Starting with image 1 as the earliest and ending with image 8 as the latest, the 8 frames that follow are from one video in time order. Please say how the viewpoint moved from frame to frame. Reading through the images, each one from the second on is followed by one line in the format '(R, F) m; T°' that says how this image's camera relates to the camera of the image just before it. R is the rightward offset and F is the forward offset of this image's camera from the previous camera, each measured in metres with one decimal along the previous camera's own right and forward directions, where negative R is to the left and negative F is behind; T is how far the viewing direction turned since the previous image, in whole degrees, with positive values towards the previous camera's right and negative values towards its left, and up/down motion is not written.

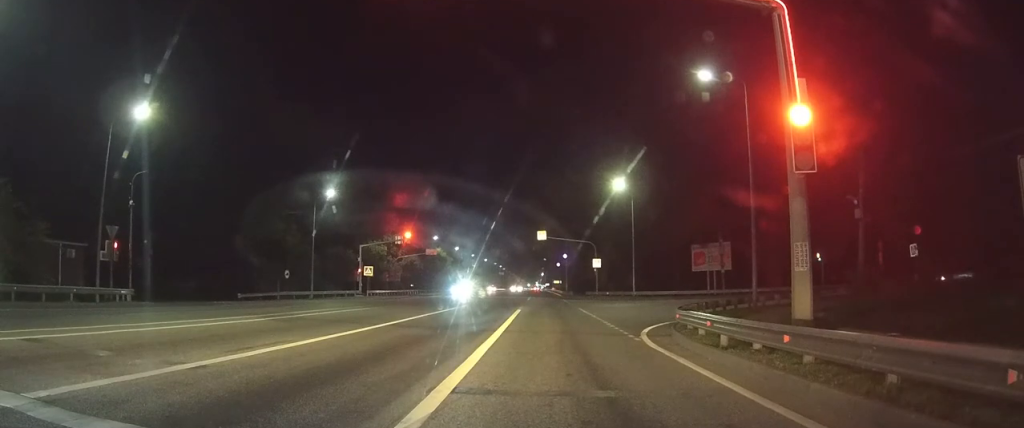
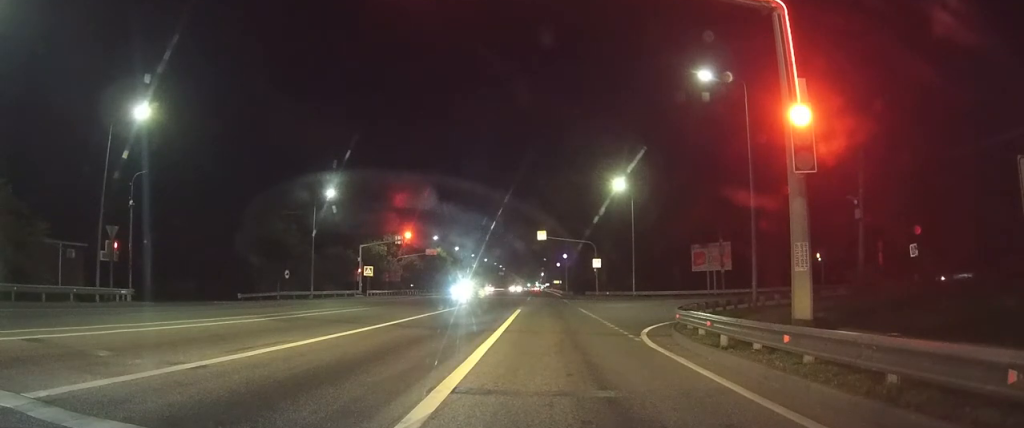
(0.0, 0.0) m; 0°
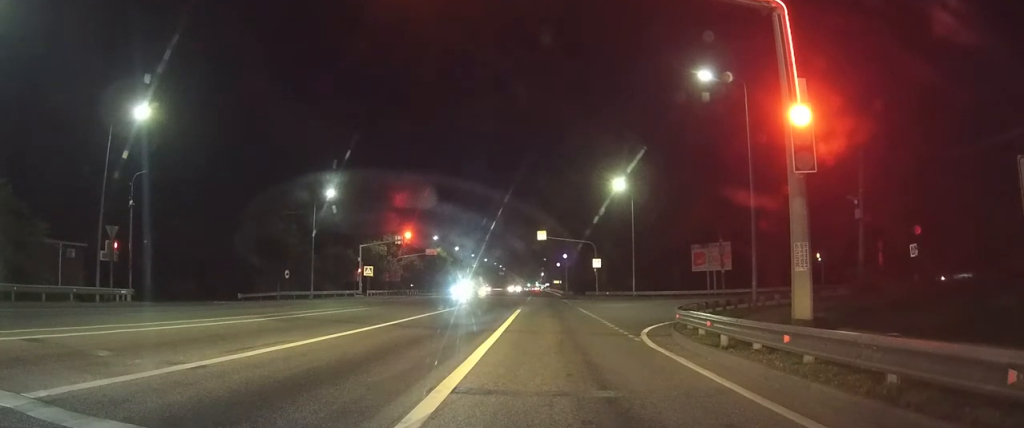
(0.0, 0.0) m; 0°
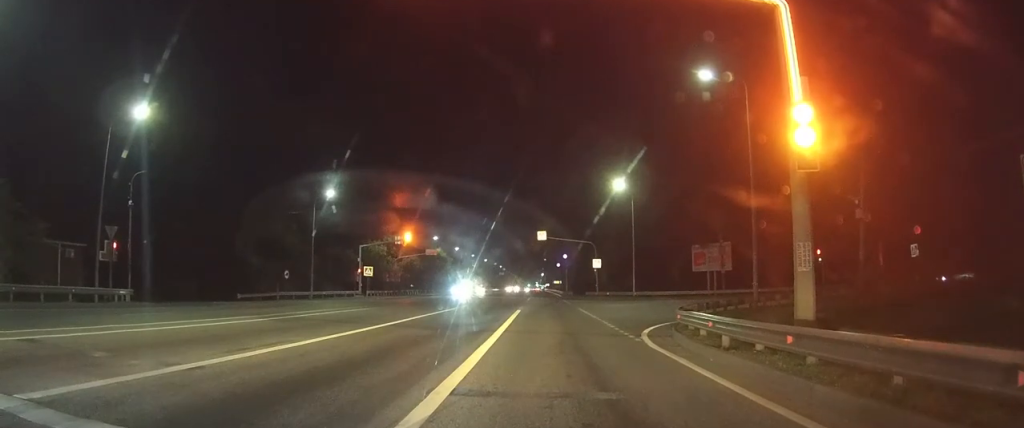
(0.0, 0.0) m; 0°
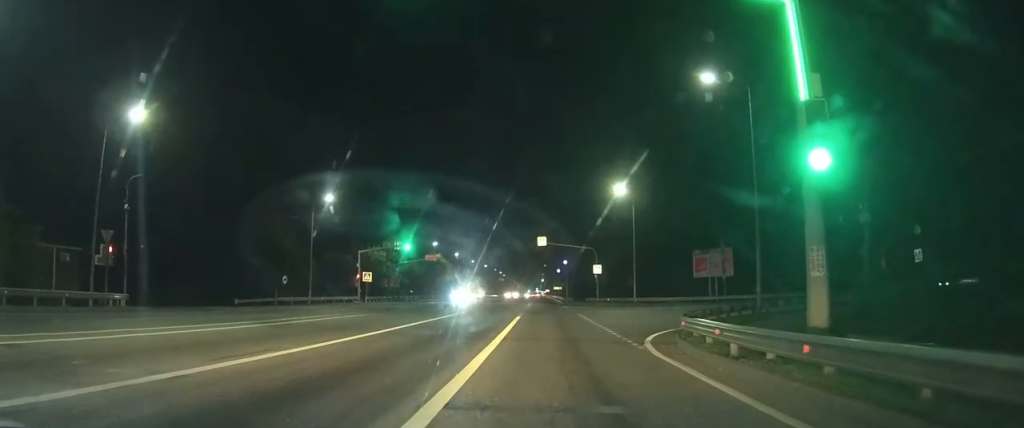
(0.0, 0.0) m; 0°
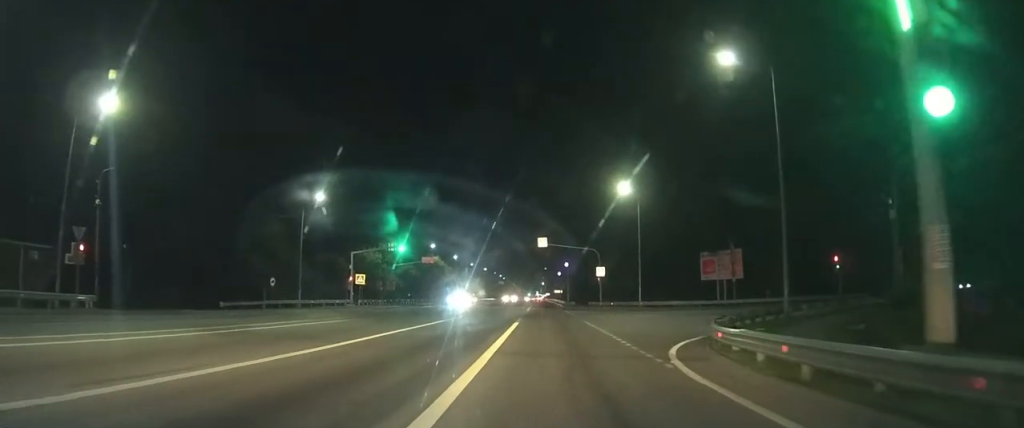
(+0.1, +0.5) m; 0°
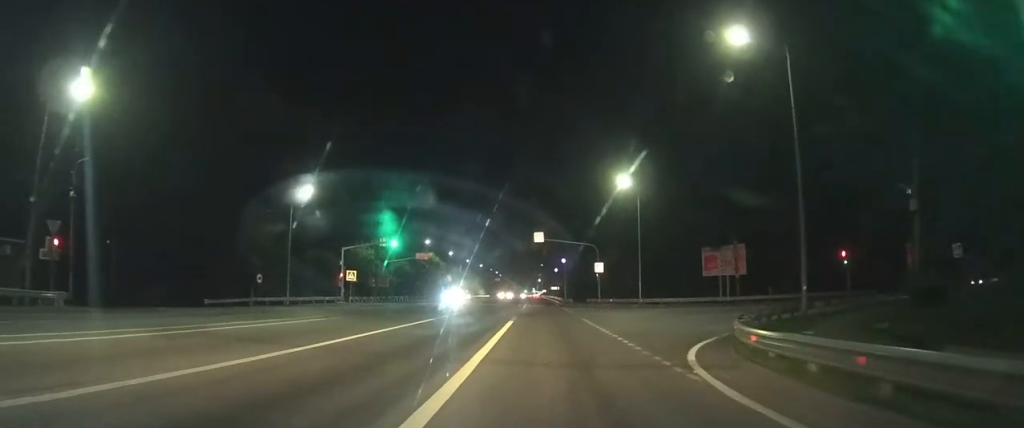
(0.0, +1.0) m; 0°
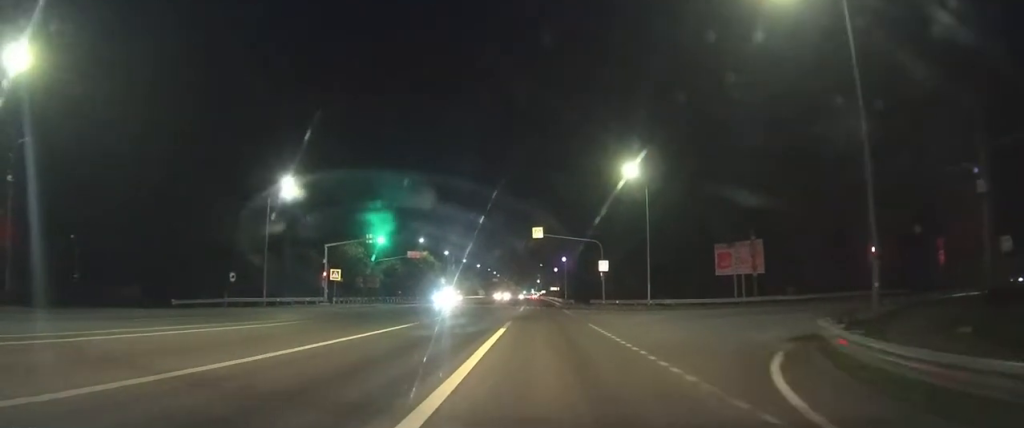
(-0.1, +4.2) m; -1°
